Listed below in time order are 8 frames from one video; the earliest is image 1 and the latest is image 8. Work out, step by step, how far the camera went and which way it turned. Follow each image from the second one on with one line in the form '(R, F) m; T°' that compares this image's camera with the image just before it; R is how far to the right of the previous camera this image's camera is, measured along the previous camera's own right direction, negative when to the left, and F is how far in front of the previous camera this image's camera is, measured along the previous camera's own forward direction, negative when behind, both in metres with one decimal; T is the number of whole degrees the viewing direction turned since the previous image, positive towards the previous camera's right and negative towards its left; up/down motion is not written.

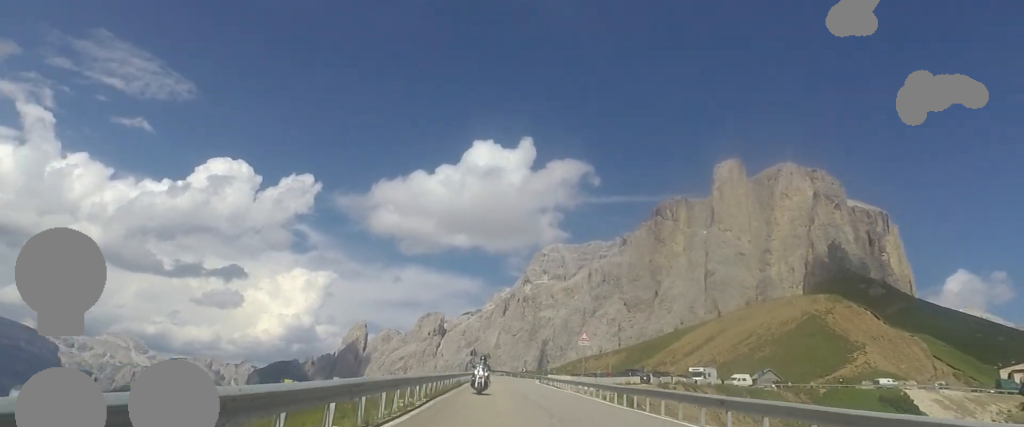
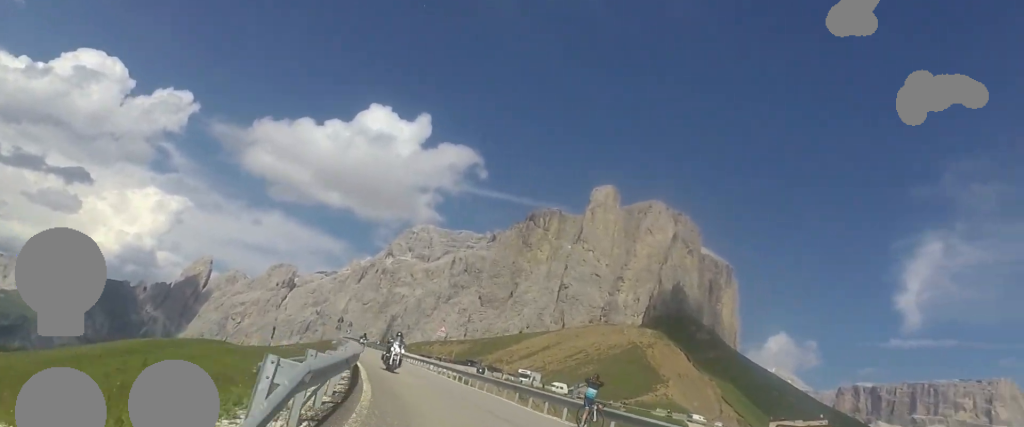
(+0.8, +13.3) m; +13°
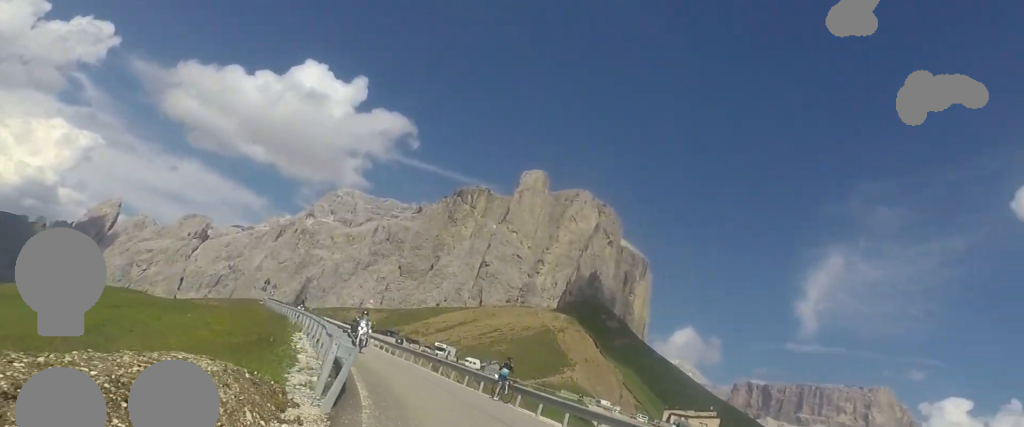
(0.0, +4.9) m; +9°
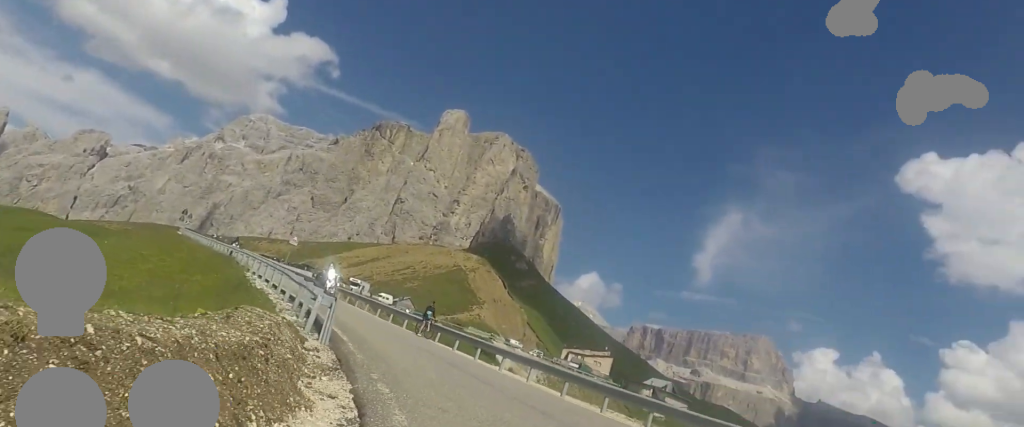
(+0.8, +4.2) m; +10°
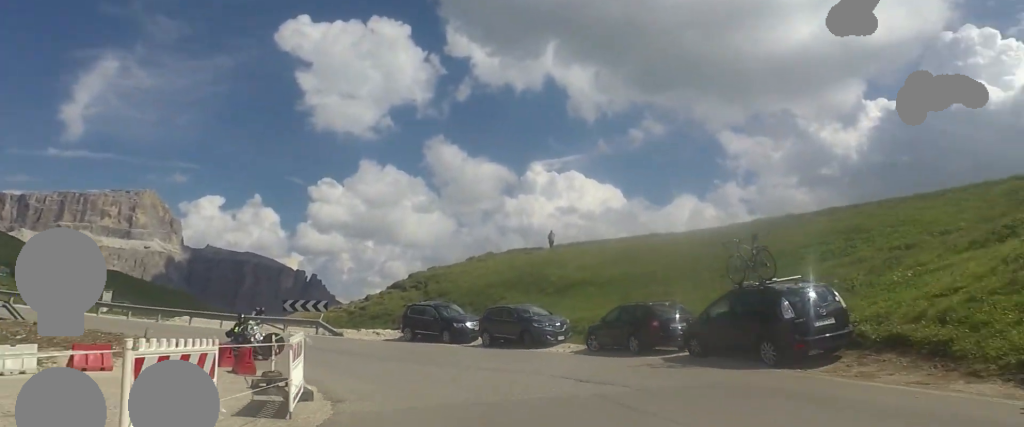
(+10.5, +20.9) m; +43°
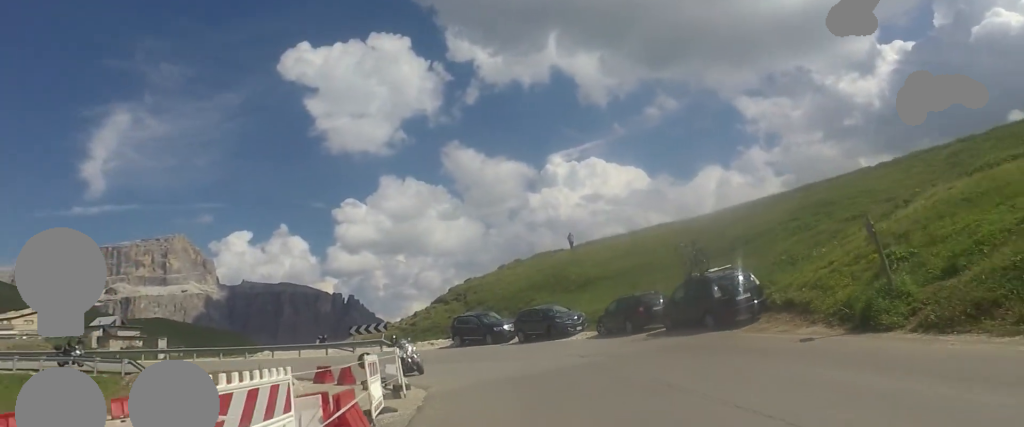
(+0.3, +5.9) m; -4°
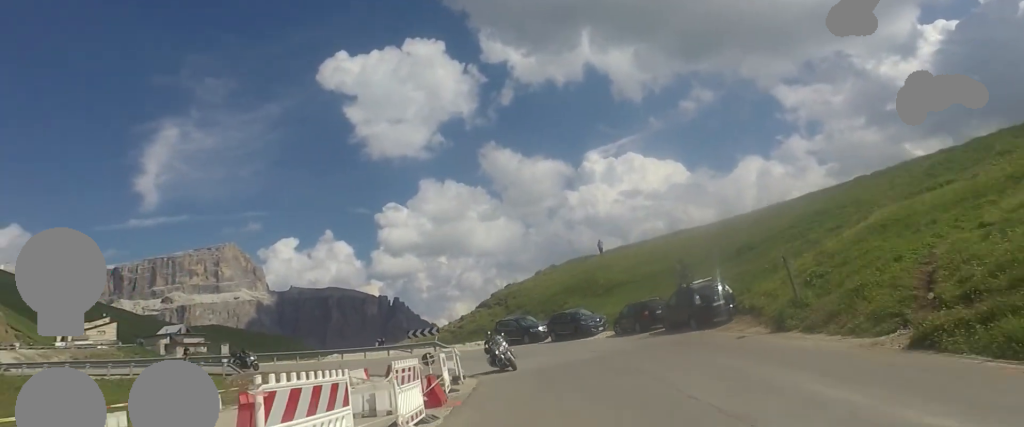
(-0.6, +5.6) m; -3°
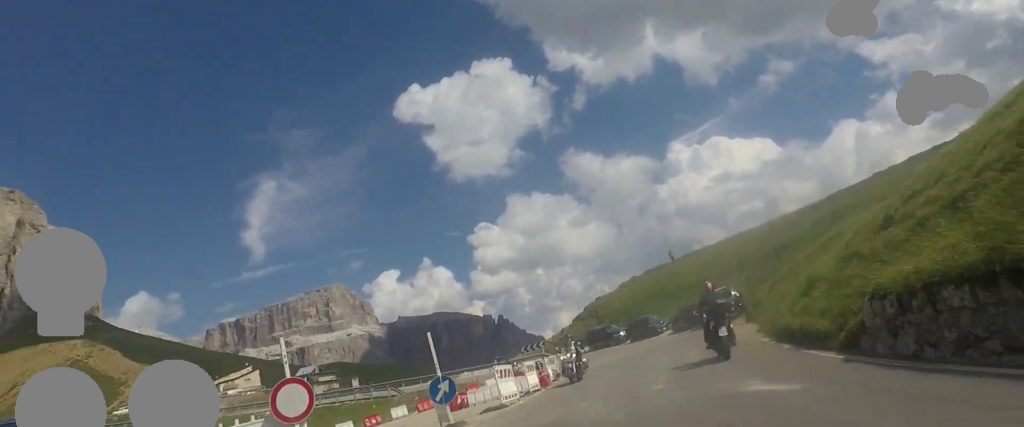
(-0.2, +13.2) m; -7°
